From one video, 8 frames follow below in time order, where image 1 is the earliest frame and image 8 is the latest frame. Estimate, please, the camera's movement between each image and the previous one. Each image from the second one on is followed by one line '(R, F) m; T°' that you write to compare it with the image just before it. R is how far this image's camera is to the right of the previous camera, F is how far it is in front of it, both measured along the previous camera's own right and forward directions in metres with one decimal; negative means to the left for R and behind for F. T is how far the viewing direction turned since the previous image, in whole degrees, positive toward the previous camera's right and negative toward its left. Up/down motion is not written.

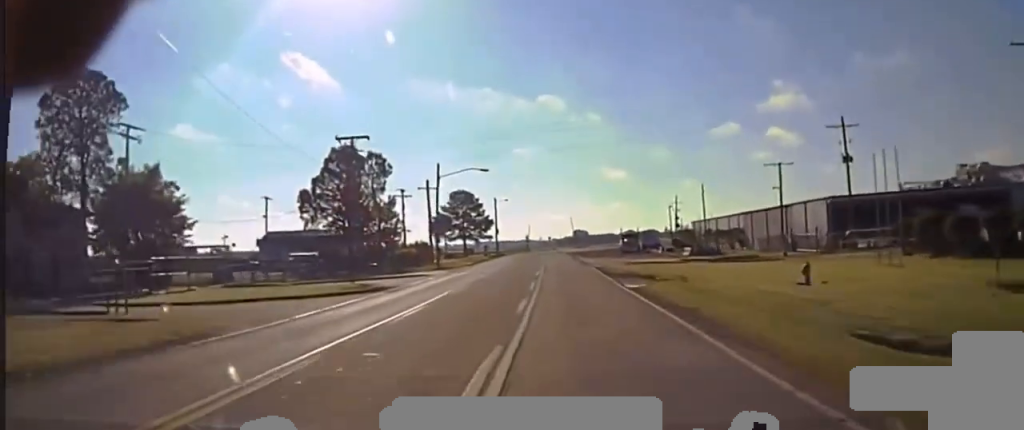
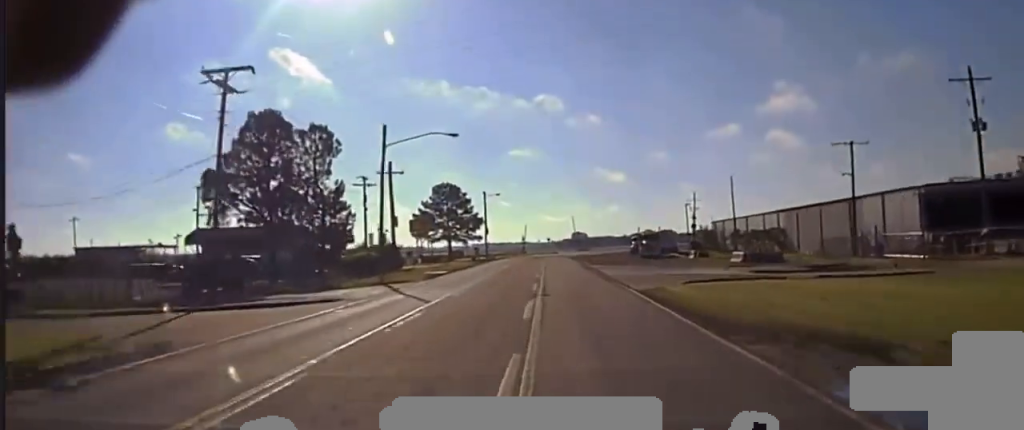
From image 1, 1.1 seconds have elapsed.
(+0.1, +22.1) m; 0°
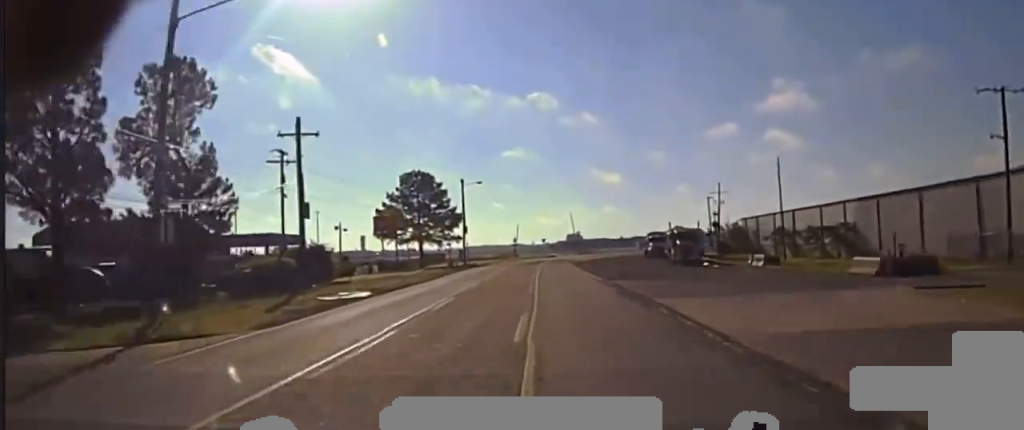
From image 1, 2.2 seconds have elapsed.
(-0.2, +27.6) m; 0°
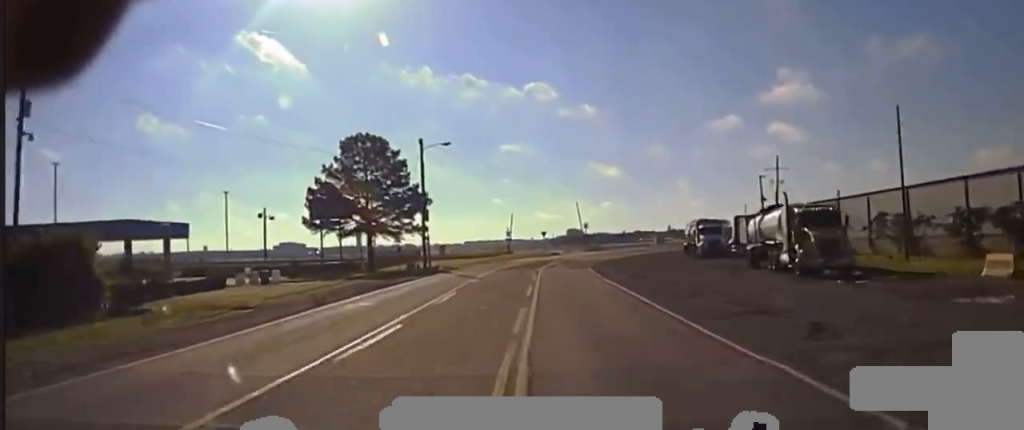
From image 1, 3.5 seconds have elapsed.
(+0.3, +36.5) m; 0°
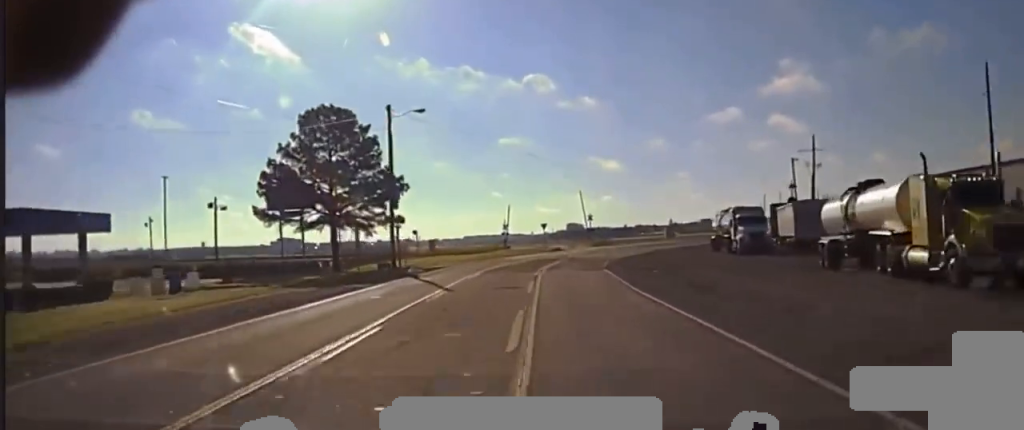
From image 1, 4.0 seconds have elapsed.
(-0.1, +16.5) m; 0°
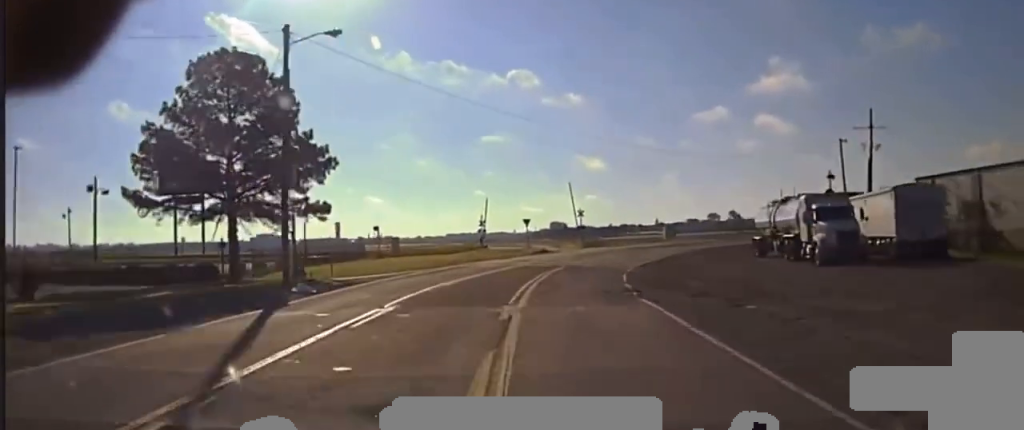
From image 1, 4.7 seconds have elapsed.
(0.0, +23.0) m; +1°
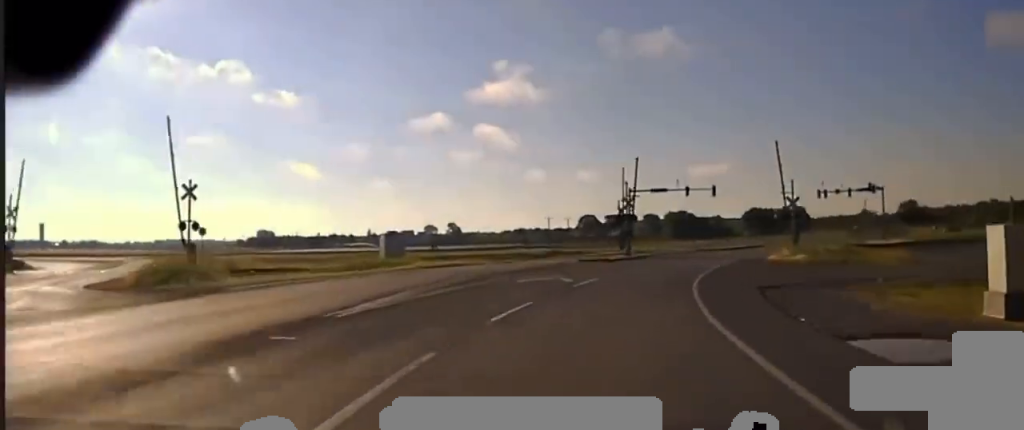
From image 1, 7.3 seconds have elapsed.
(+6.6, +65.5) m; +16°
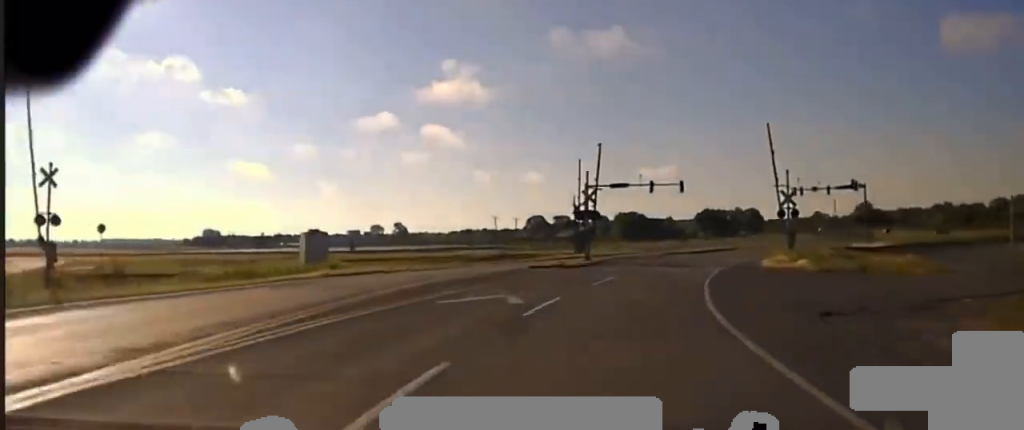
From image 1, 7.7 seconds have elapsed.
(+0.5, +9.7) m; +3°
